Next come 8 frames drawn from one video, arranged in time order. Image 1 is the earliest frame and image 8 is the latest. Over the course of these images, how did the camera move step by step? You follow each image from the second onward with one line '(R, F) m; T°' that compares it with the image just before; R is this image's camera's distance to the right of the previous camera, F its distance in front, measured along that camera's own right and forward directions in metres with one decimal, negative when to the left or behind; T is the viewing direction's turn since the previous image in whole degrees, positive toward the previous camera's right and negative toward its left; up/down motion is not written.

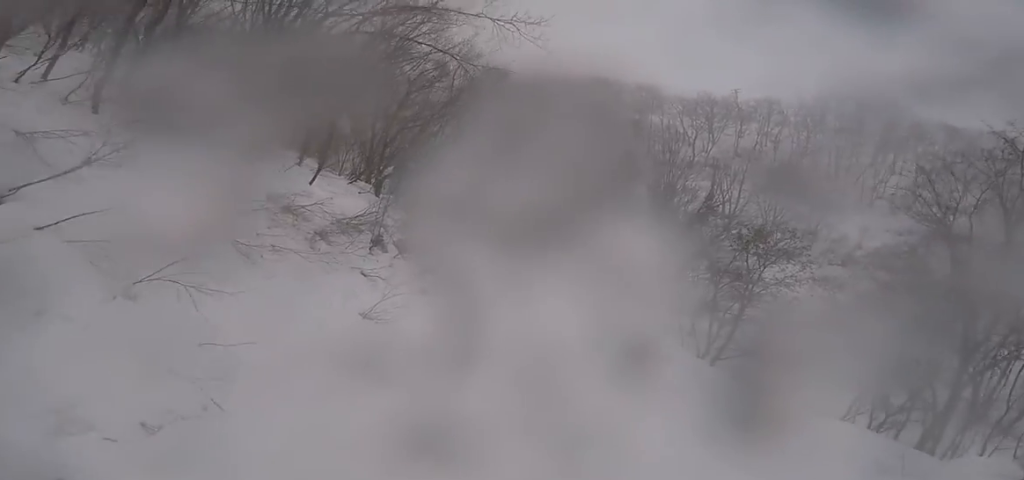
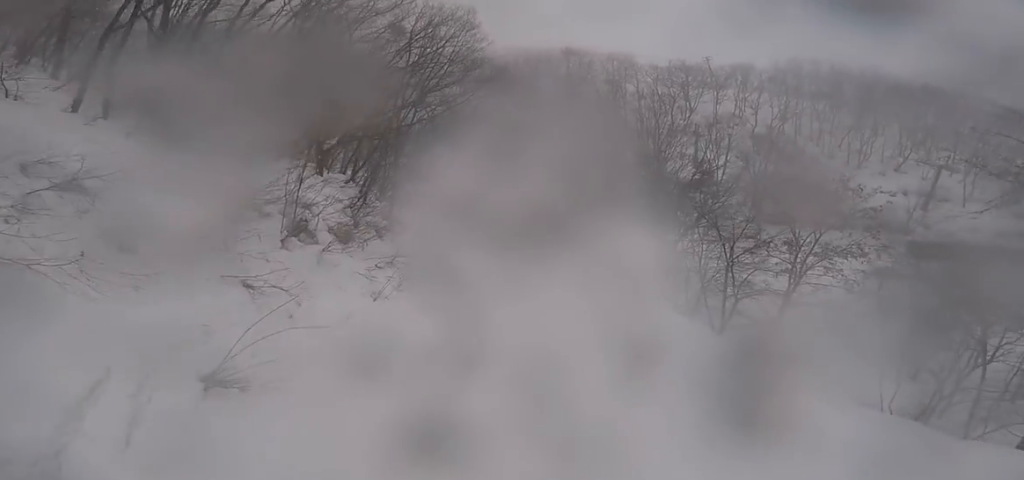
(+0.4, +4.5) m; +2°
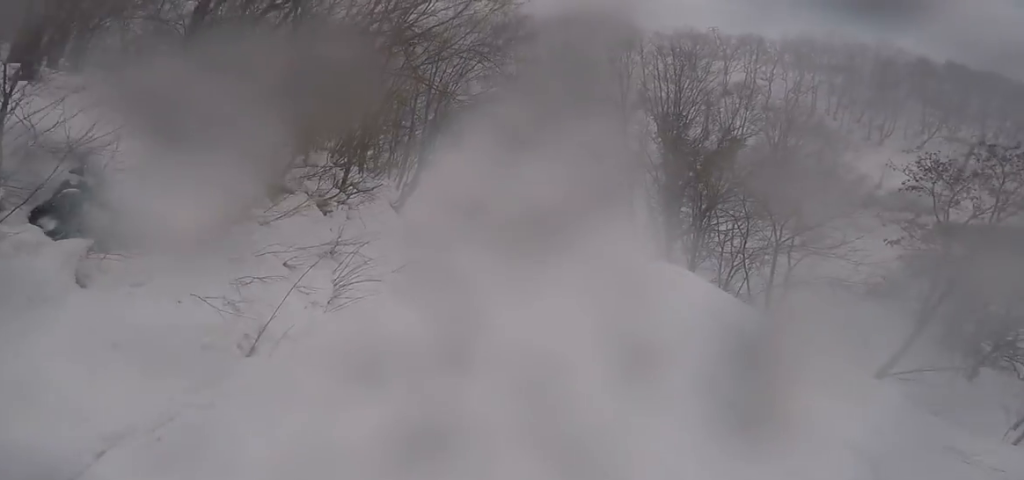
(-0.4, +5.9) m; -7°
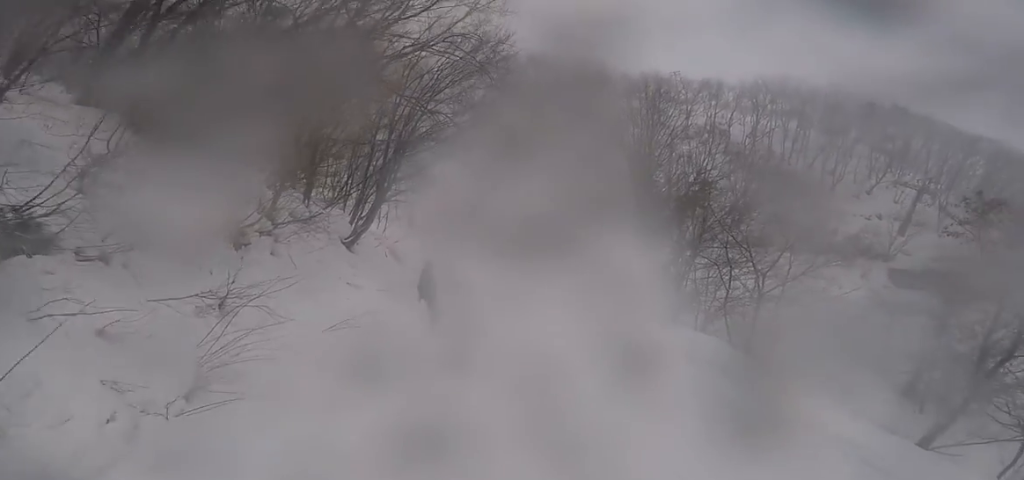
(-0.4, +2.9) m; -2°
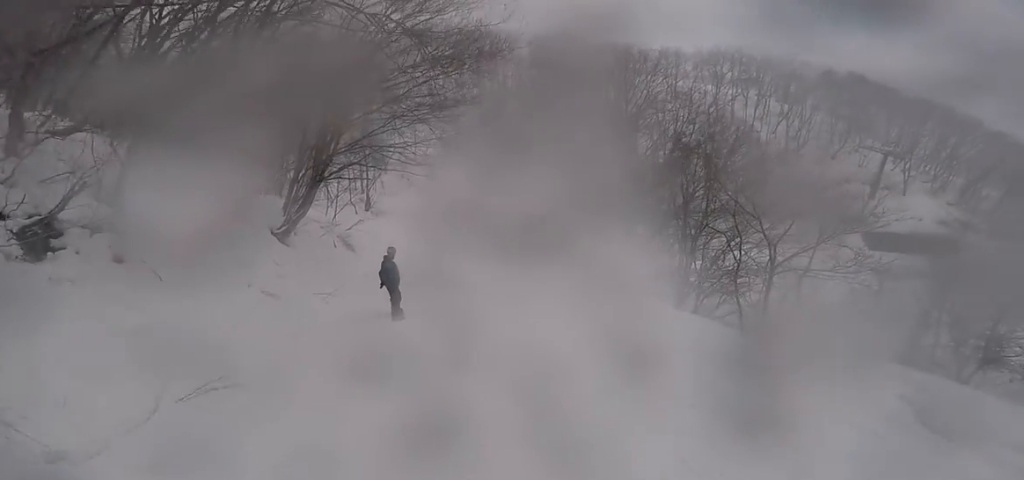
(+0.4, +3.9) m; +1°
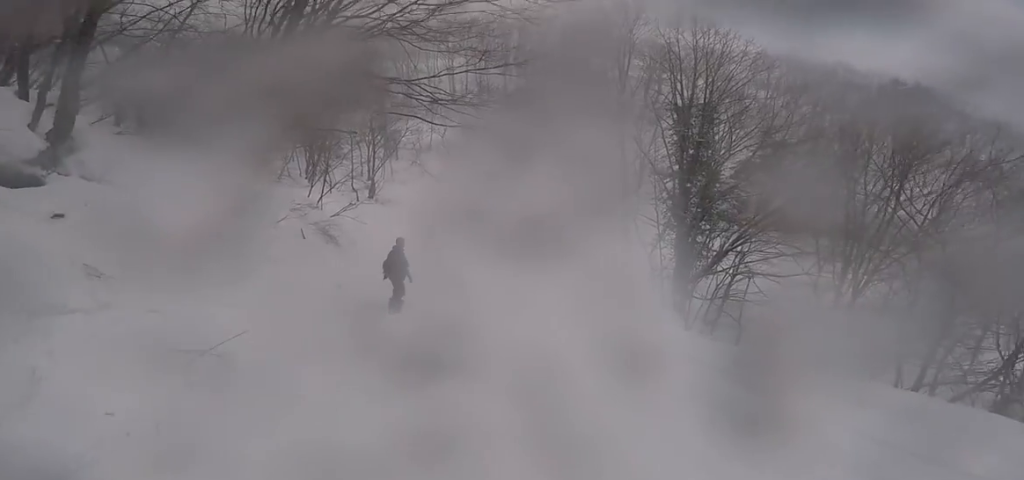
(-0.3, +7.2) m; +6°
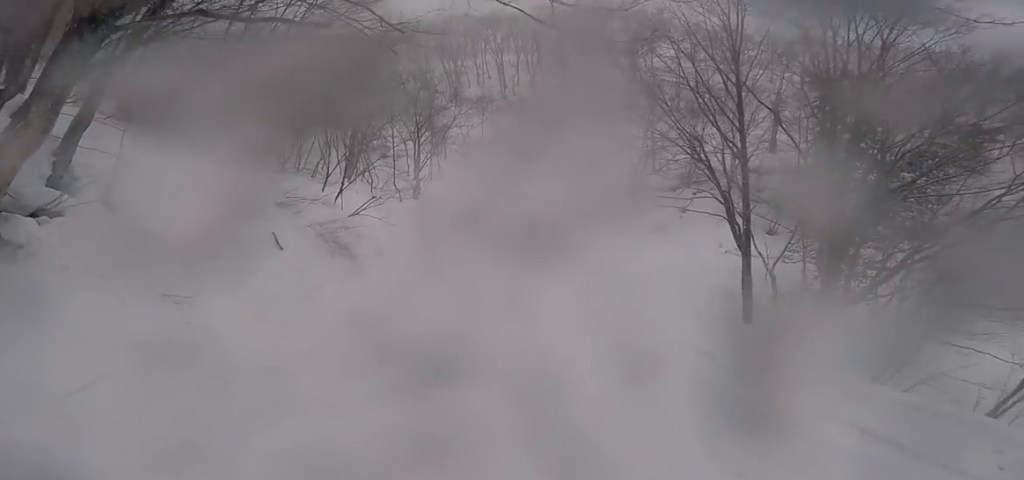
(+1.1, +6.7) m; +10°
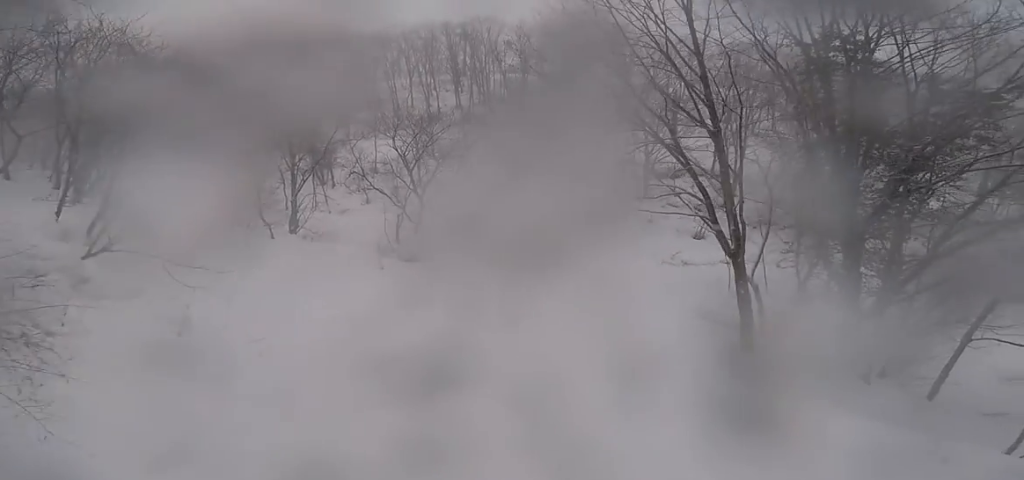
(0.0, +8.0) m; 0°
